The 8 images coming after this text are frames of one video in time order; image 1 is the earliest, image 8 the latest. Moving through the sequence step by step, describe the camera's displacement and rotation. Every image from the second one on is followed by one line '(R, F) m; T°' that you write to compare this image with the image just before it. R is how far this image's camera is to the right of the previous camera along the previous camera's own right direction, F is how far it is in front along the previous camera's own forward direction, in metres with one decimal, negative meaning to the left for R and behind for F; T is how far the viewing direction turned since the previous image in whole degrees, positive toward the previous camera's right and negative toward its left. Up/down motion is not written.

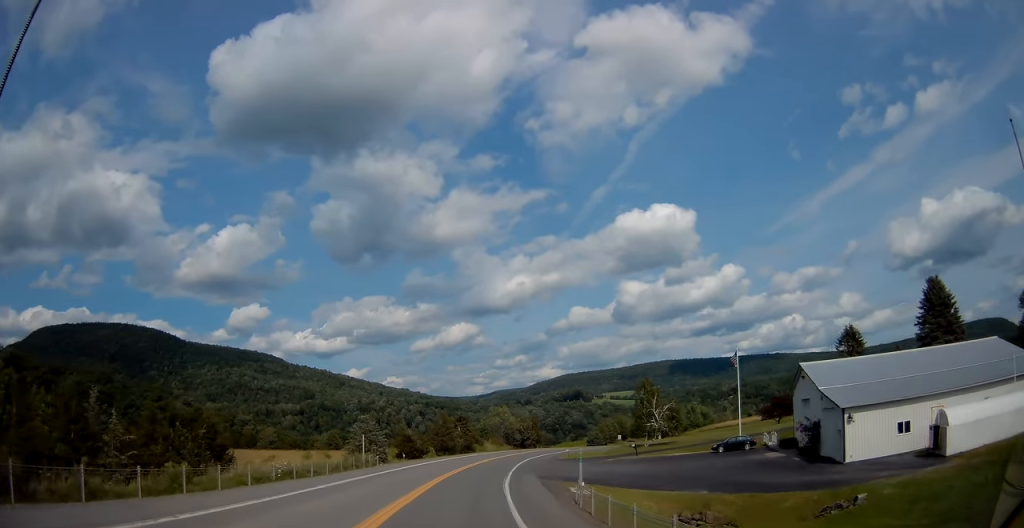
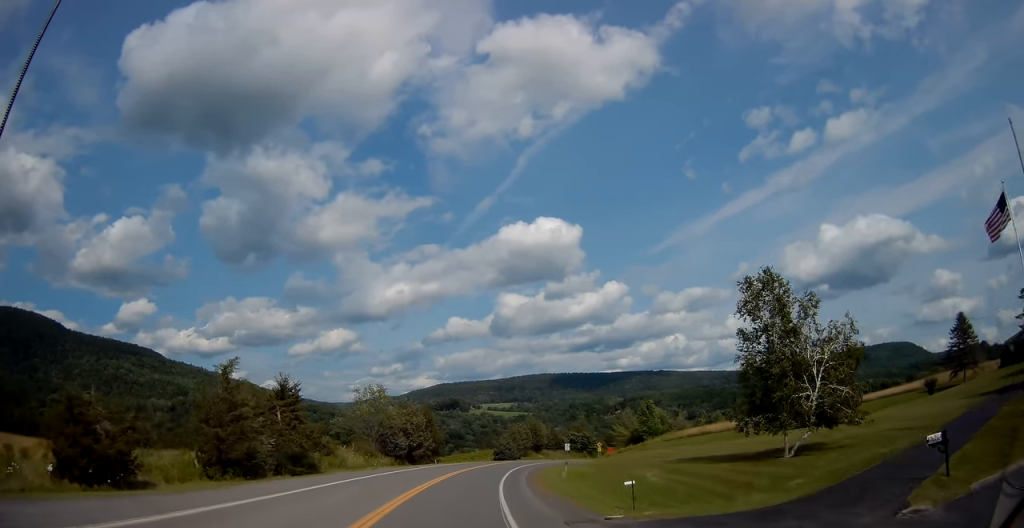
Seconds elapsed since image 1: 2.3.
(+5.4, +50.2) m; +13°
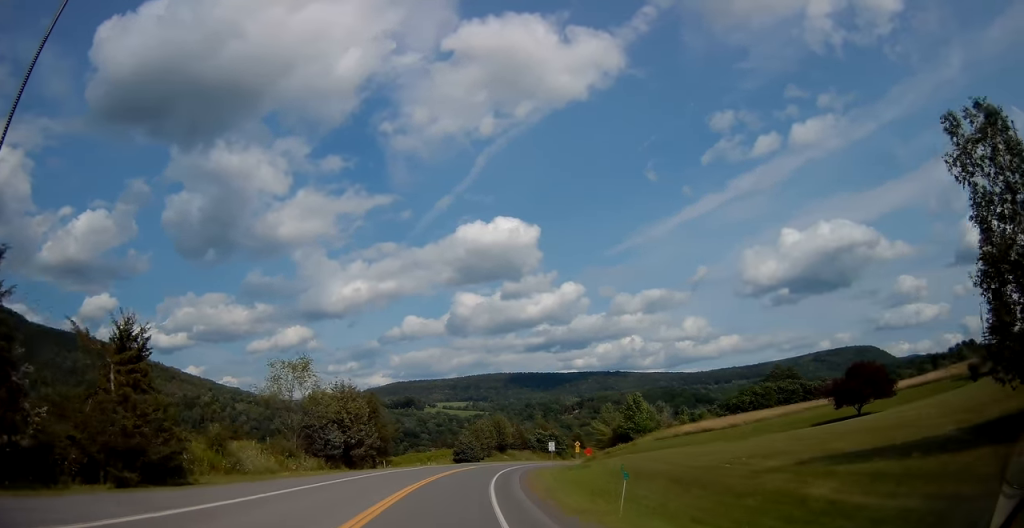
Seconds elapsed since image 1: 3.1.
(+0.8, +17.6) m; +4°
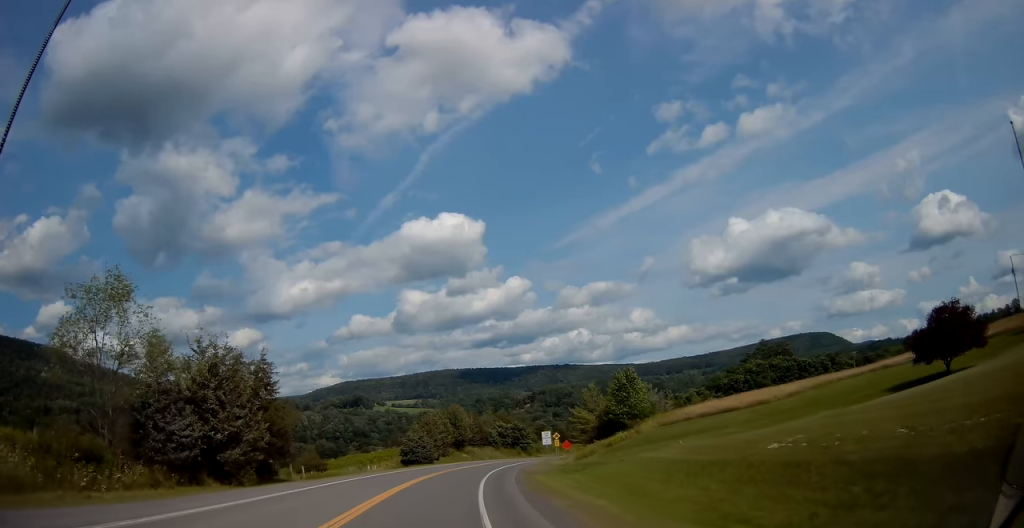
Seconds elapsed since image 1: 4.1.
(+0.9, +21.9) m; +5°
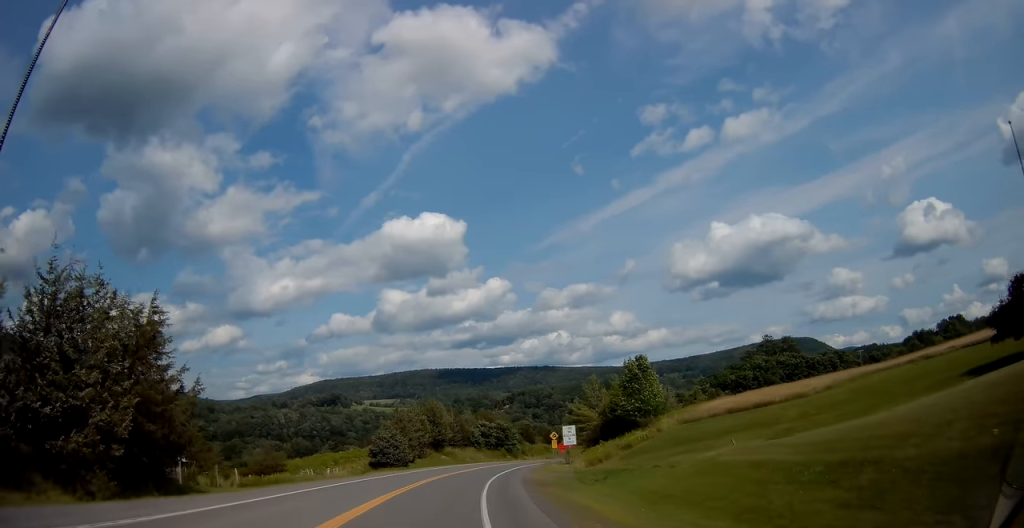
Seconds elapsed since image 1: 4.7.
(+0.1, +13.1) m; +3°
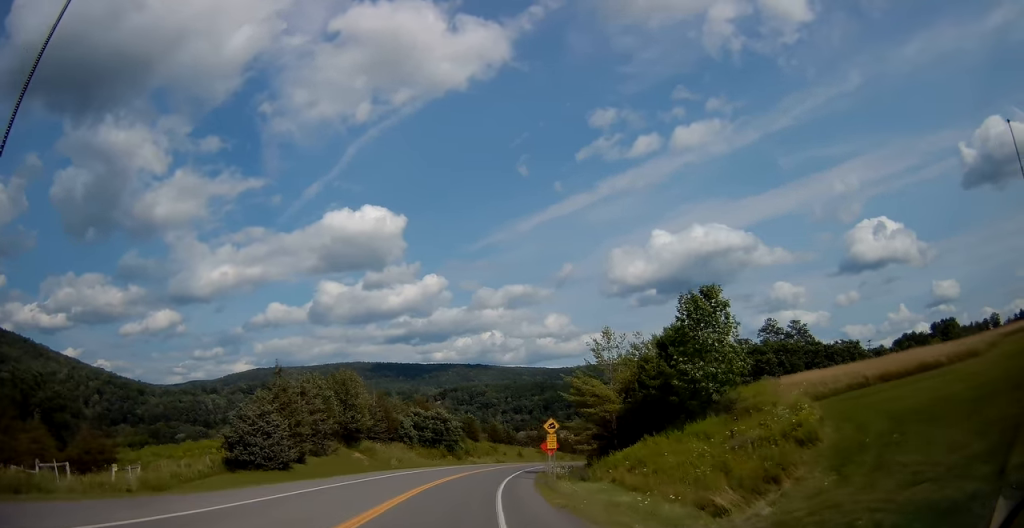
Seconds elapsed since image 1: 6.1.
(+2.1, +31.8) m; +6°
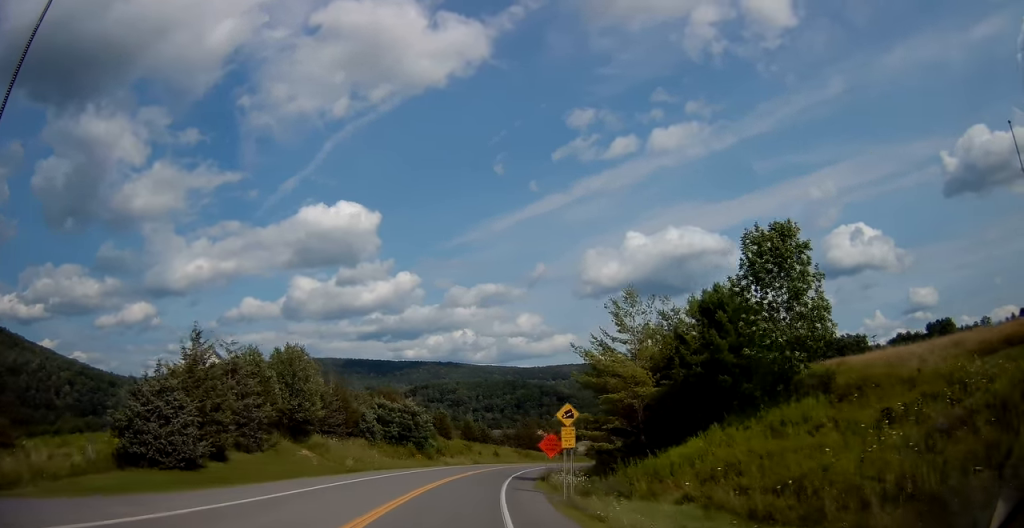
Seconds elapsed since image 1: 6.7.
(+0.1, +12.2) m; +3°
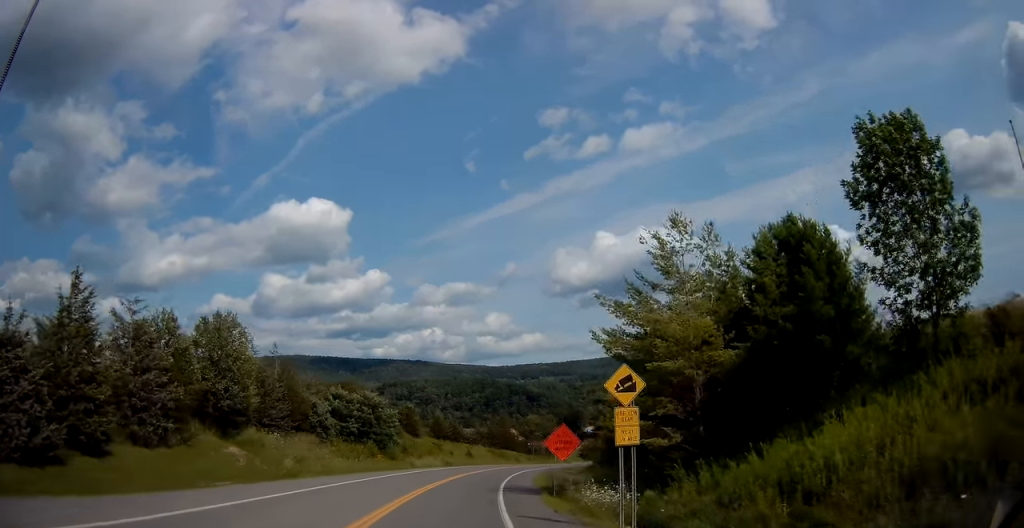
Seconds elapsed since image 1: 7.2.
(+0.3, +11.4) m; +3°
